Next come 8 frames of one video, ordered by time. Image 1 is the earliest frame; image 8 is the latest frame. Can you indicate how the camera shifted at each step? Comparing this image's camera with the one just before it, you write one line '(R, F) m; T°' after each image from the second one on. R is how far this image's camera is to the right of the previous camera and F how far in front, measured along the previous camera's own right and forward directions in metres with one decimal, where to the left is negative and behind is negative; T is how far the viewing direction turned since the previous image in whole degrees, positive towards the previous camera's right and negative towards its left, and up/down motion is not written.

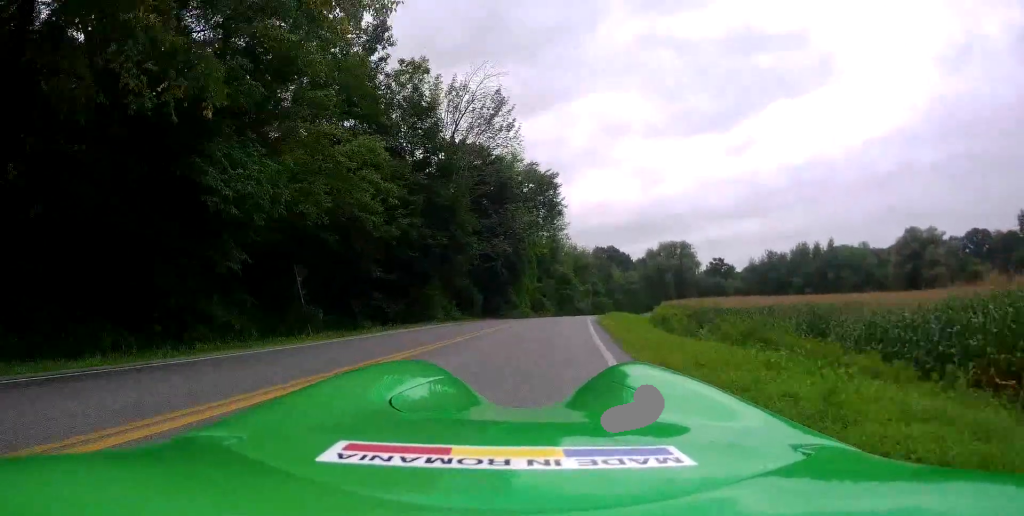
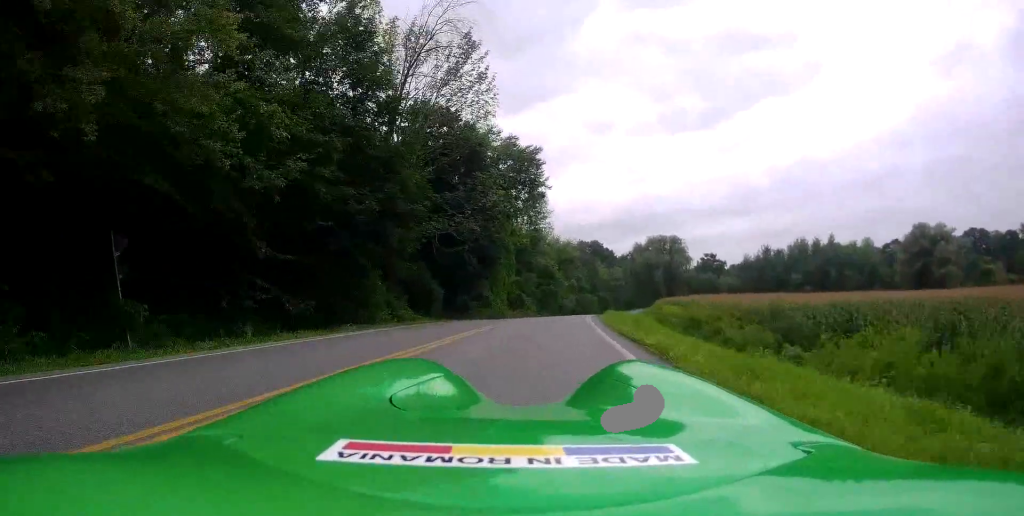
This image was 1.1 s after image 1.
(+0.3, +10.3) m; +2°
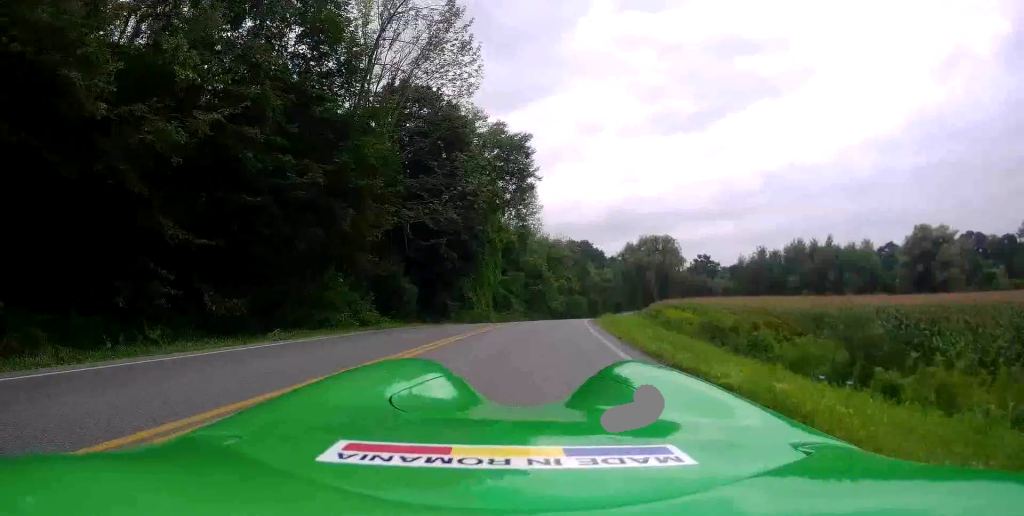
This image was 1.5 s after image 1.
(0.0, +4.3) m; 0°
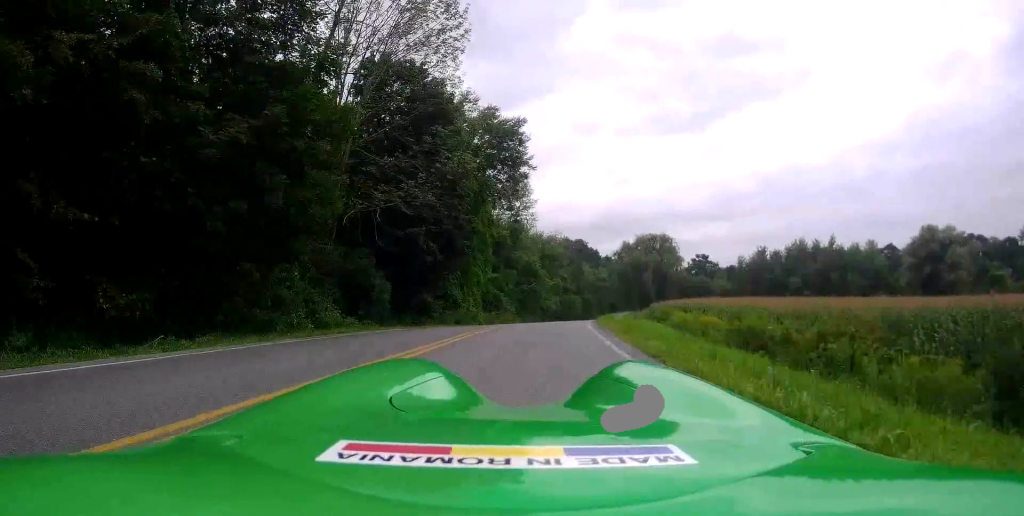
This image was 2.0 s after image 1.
(0.0, +4.3) m; 0°
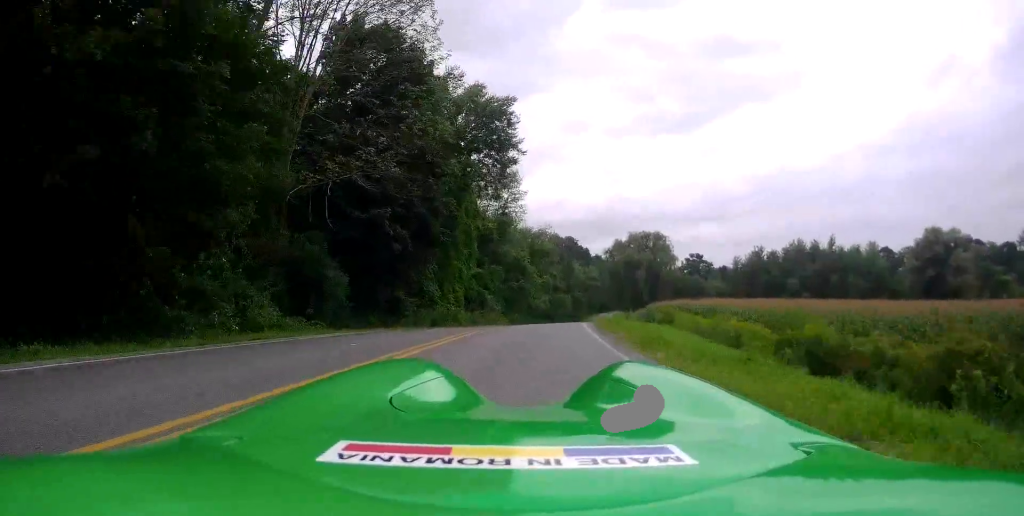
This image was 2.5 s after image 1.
(0.0, +4.6) m; +1°
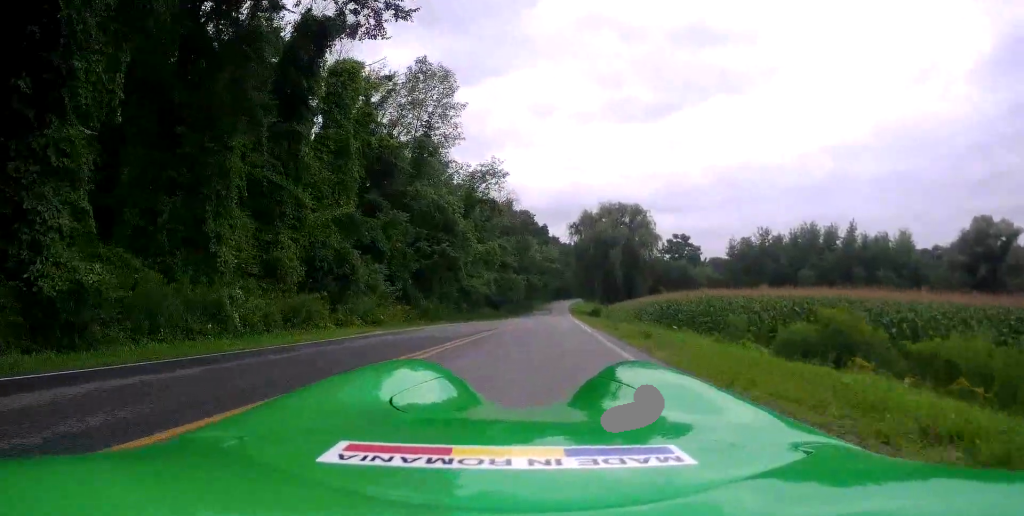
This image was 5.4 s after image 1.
(+2.1, +26.5) m; +7°
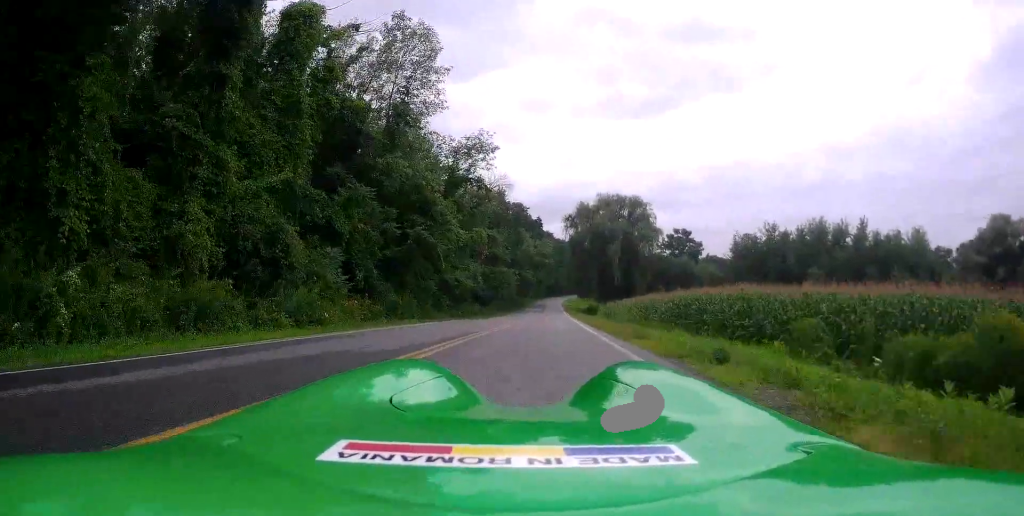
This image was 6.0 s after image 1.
(-0.4, +5.7) m; +1°
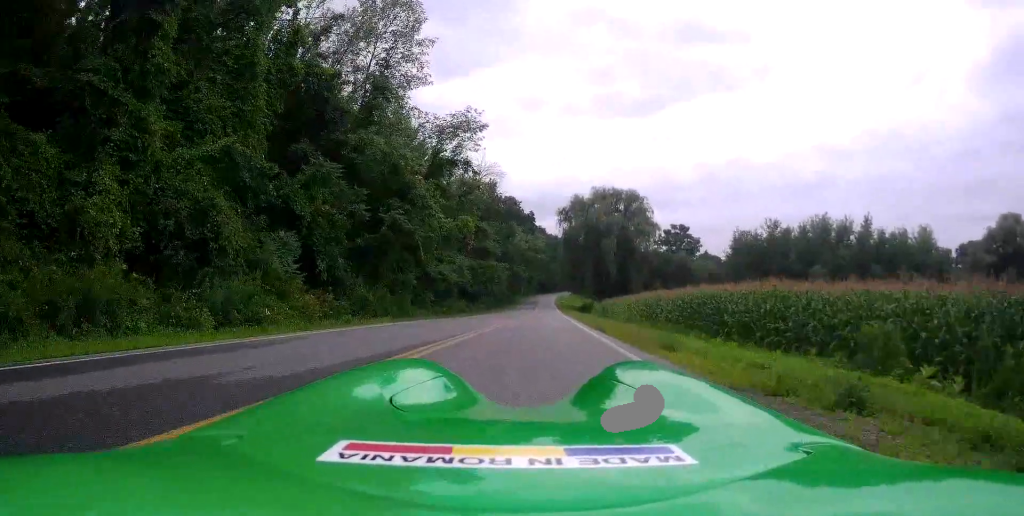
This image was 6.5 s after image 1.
(+0.3, +3.8) m; +1°
